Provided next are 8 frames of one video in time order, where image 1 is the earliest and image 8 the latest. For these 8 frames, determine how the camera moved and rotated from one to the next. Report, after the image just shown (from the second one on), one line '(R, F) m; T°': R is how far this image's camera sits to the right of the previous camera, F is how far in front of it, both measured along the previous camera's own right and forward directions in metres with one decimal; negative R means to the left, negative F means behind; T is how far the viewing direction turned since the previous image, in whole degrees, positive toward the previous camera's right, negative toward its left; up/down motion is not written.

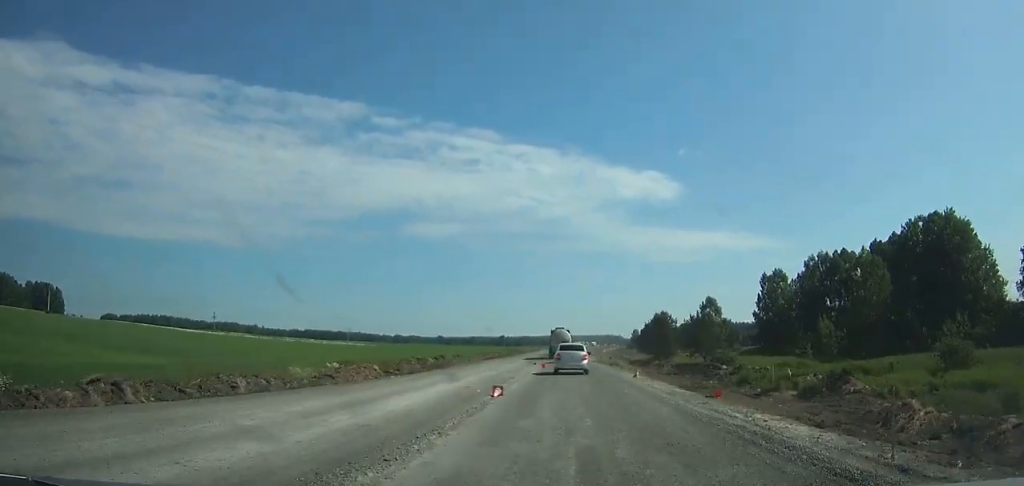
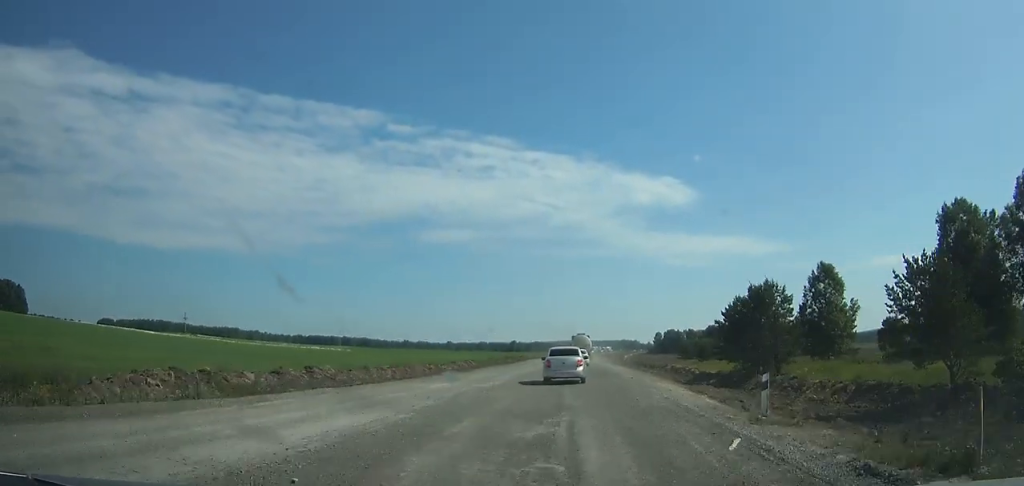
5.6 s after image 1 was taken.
(+0.1, +52.2) m; 0°
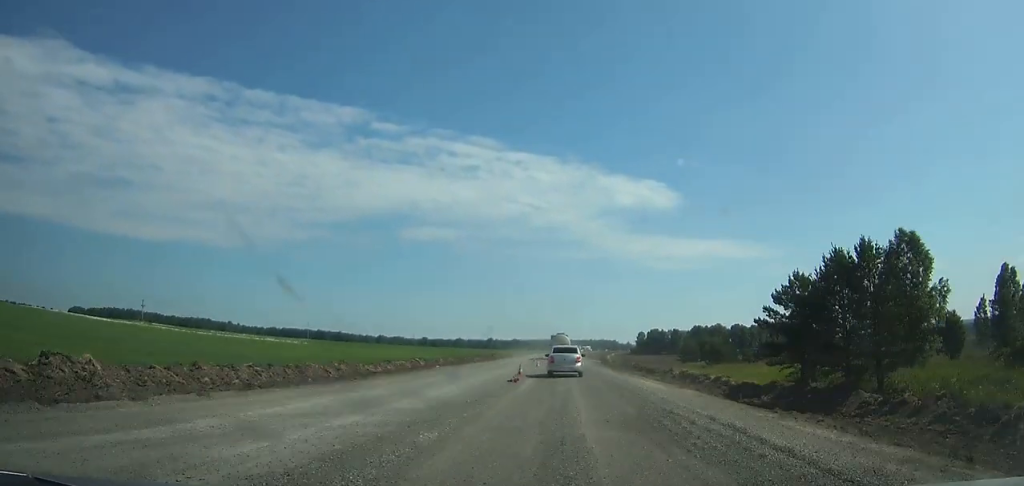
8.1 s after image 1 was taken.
(-0.2, +23.6) m; 0°
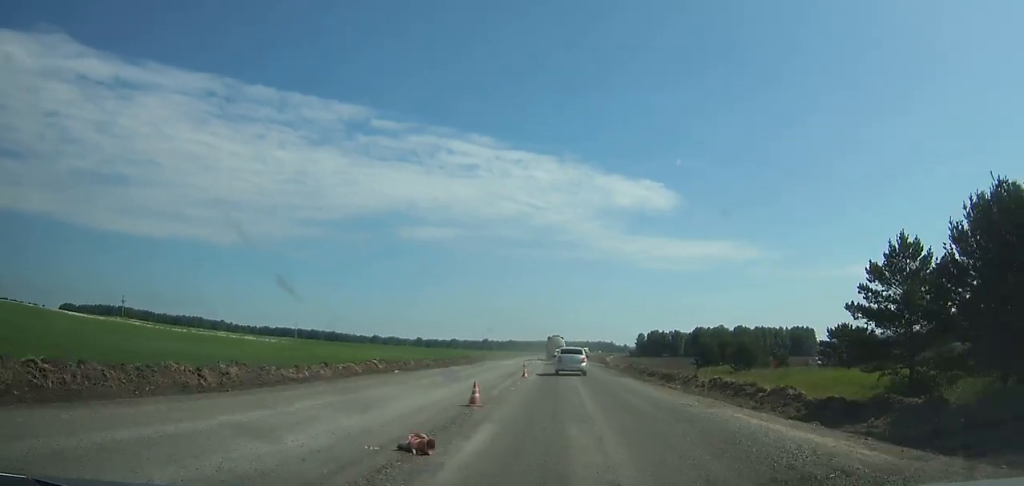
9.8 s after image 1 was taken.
(+0.3, +16.6) m; +1°
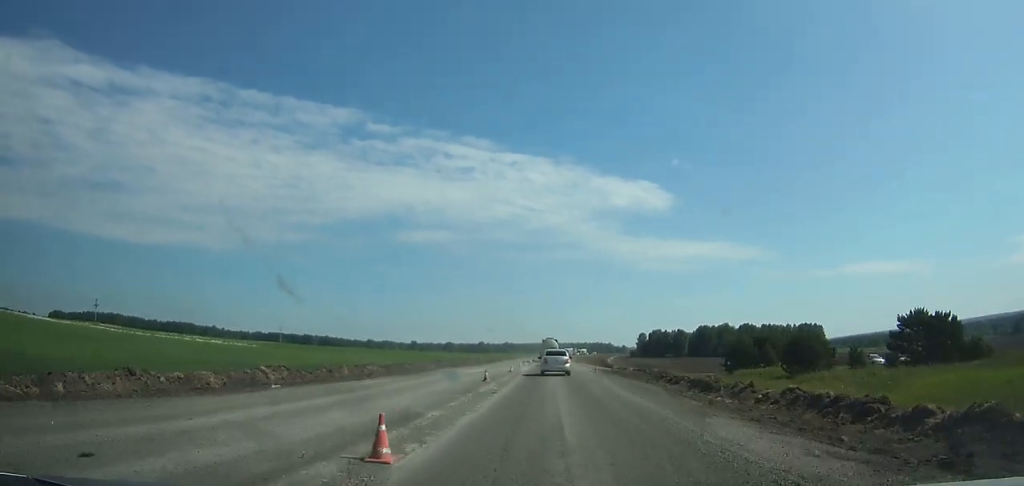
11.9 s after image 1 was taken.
(+0.1, +21.2) m; 0°
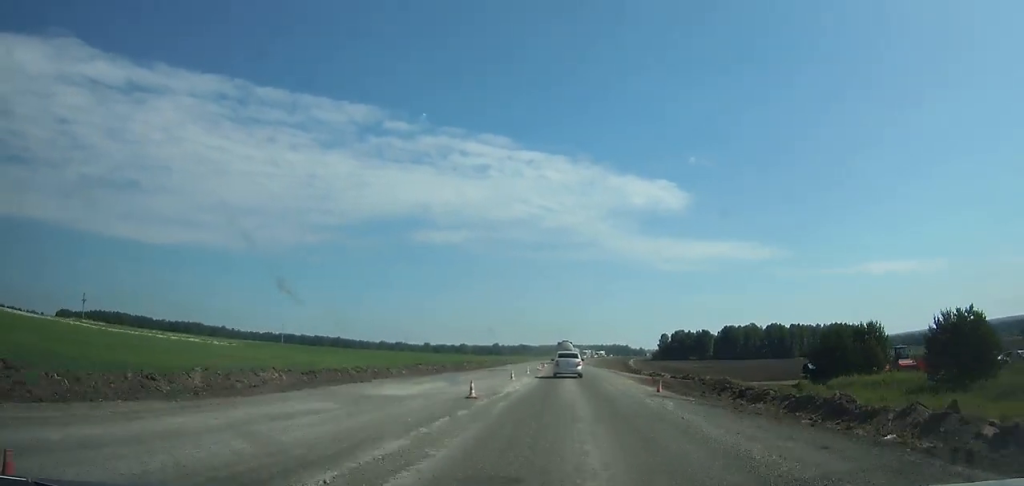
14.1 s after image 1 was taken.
(0.0, +23.1) m; 0°
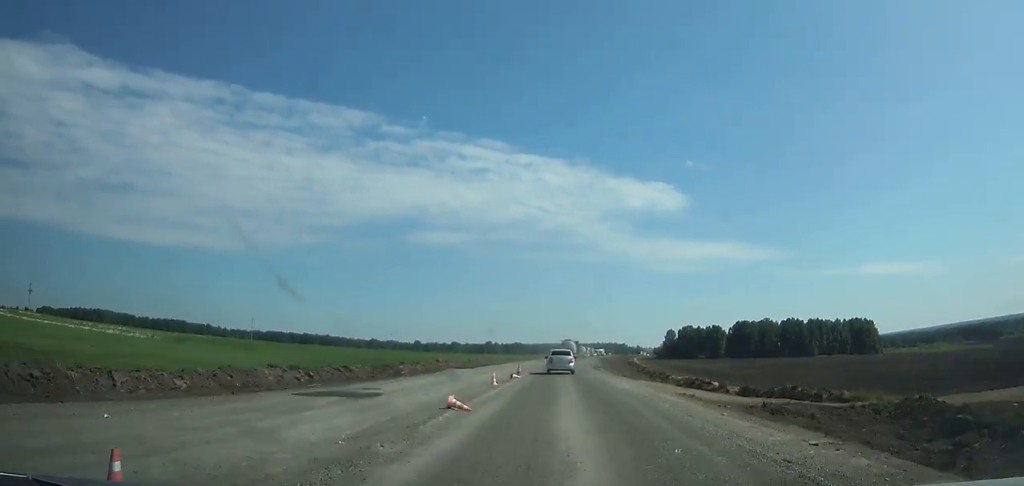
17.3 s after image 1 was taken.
(-0.2, +35.3) m; 0°
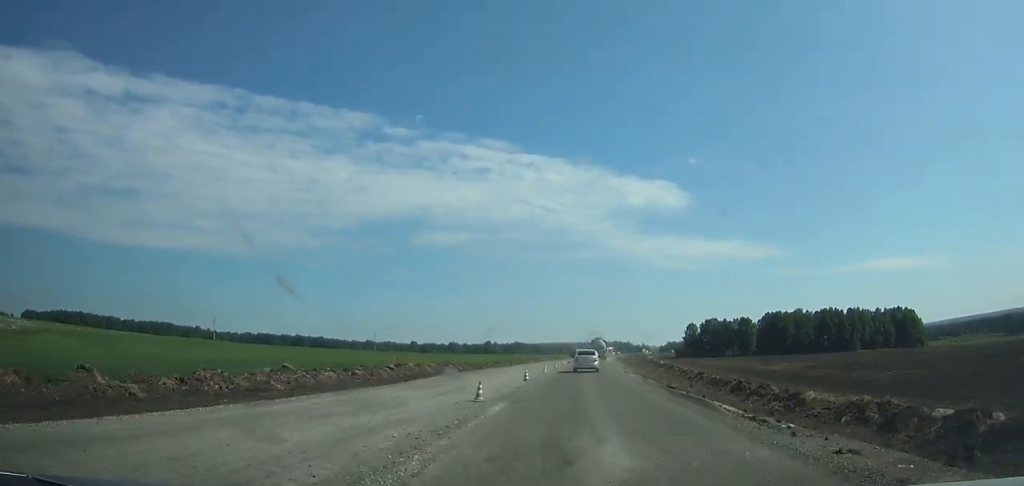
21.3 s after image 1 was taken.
(-0.2, +45.6) m; +1°
